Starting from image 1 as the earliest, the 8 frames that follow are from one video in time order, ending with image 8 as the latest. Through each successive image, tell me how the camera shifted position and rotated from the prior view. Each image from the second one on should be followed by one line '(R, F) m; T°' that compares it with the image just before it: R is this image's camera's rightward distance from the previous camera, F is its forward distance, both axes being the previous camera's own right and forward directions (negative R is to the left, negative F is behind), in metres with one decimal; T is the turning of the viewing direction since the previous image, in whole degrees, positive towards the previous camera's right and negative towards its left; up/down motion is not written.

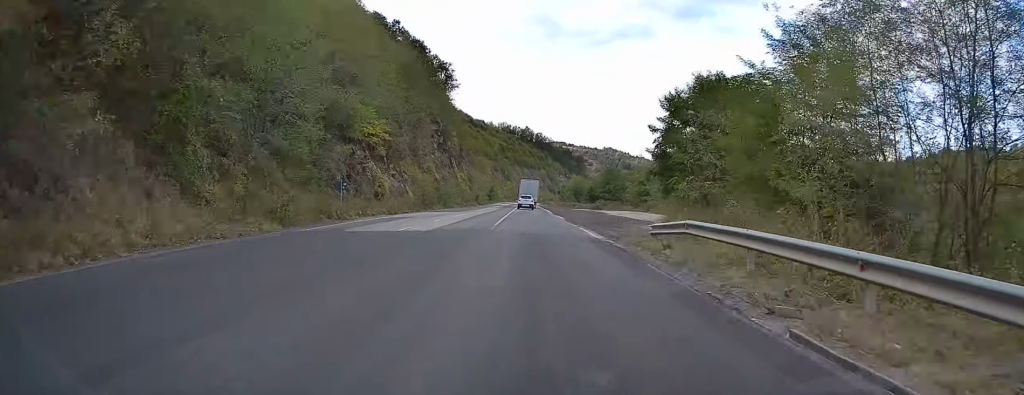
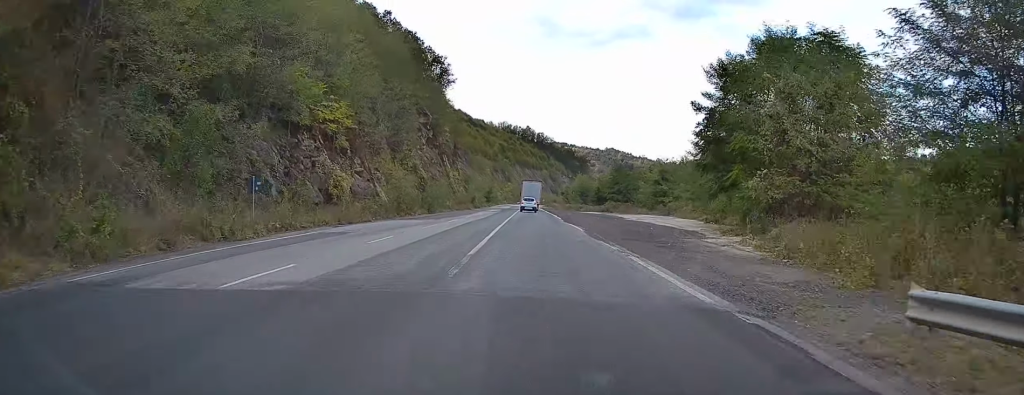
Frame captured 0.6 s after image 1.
(0.0, +13.5) m; 0°
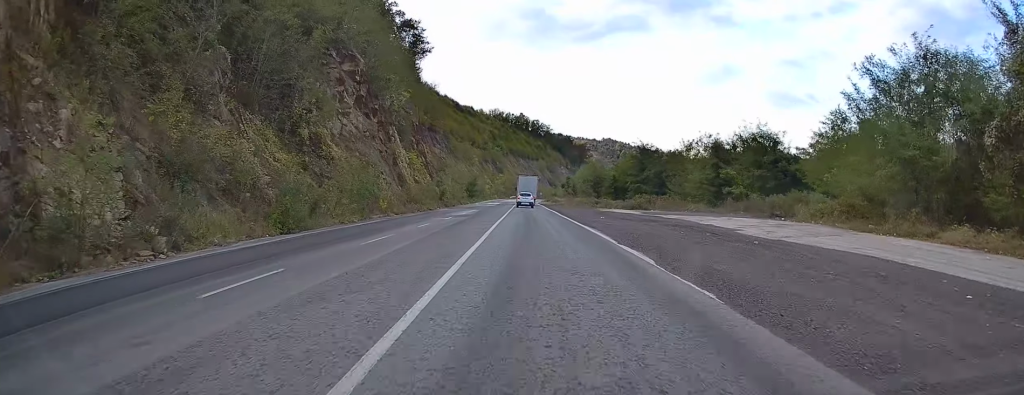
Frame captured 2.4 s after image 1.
(-0.1, +37.3) m; 0°
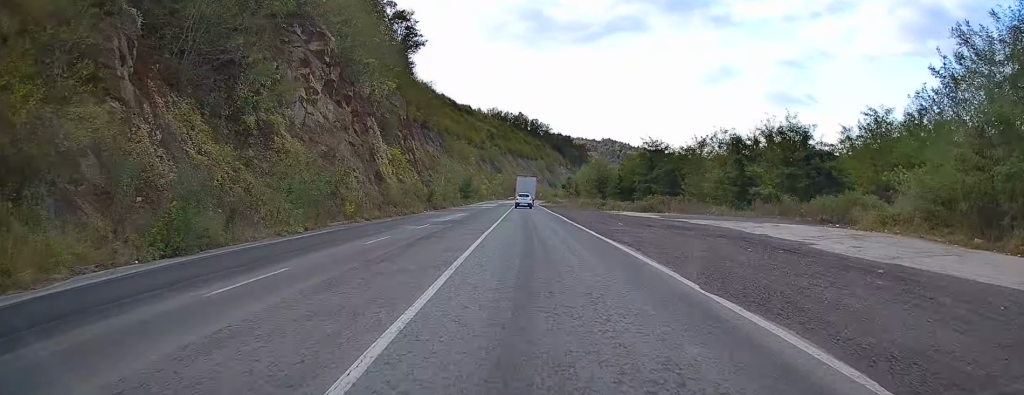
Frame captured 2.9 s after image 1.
(0.0, +8.8) m; 0°
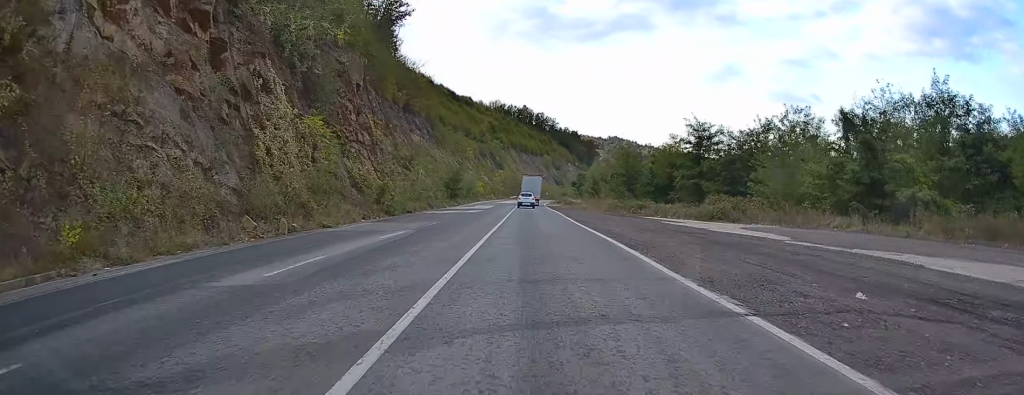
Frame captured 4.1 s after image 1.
(-0.1, +25.2) m; 0°
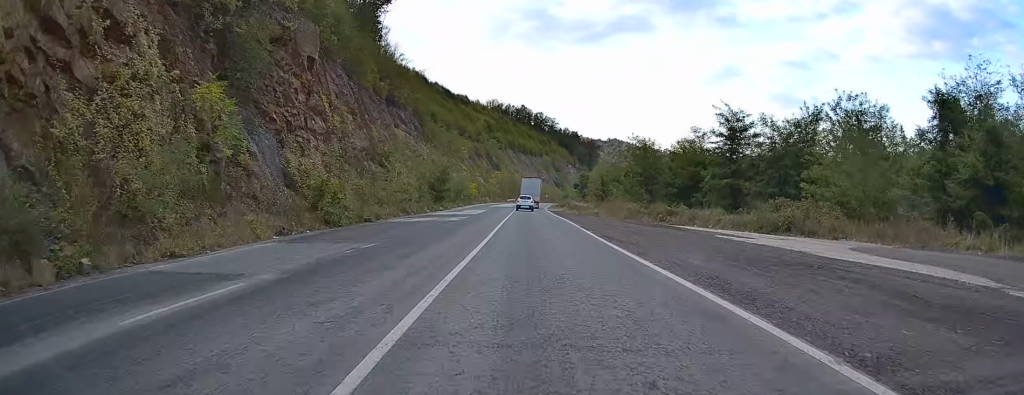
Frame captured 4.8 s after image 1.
(-0.1, +13.2) m; 0°
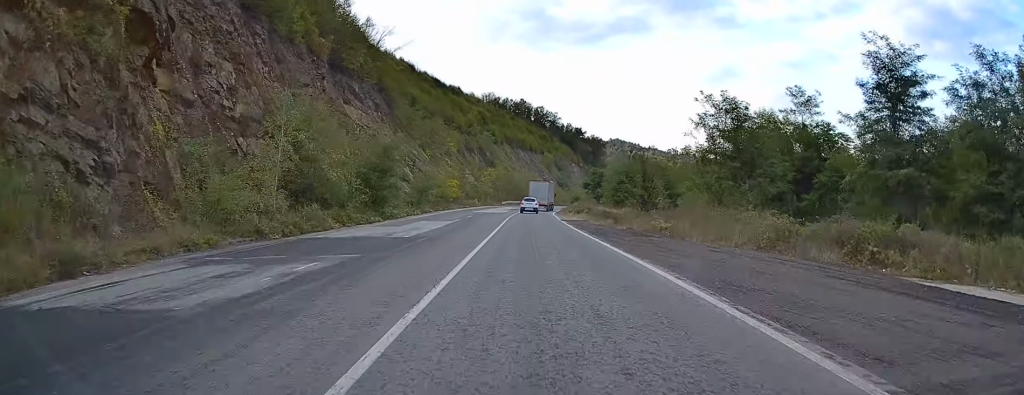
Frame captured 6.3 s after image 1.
(+0.2, +30.1) m; +1°
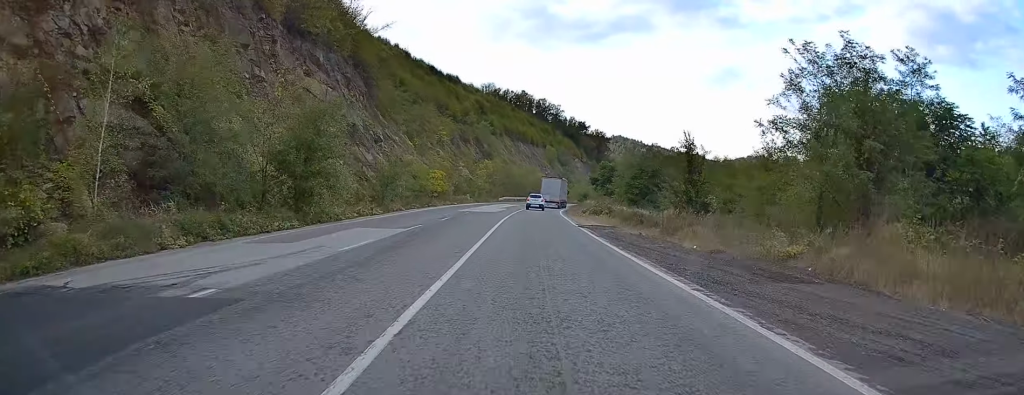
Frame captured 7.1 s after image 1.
(+0.1, +15.0) m; 0°
